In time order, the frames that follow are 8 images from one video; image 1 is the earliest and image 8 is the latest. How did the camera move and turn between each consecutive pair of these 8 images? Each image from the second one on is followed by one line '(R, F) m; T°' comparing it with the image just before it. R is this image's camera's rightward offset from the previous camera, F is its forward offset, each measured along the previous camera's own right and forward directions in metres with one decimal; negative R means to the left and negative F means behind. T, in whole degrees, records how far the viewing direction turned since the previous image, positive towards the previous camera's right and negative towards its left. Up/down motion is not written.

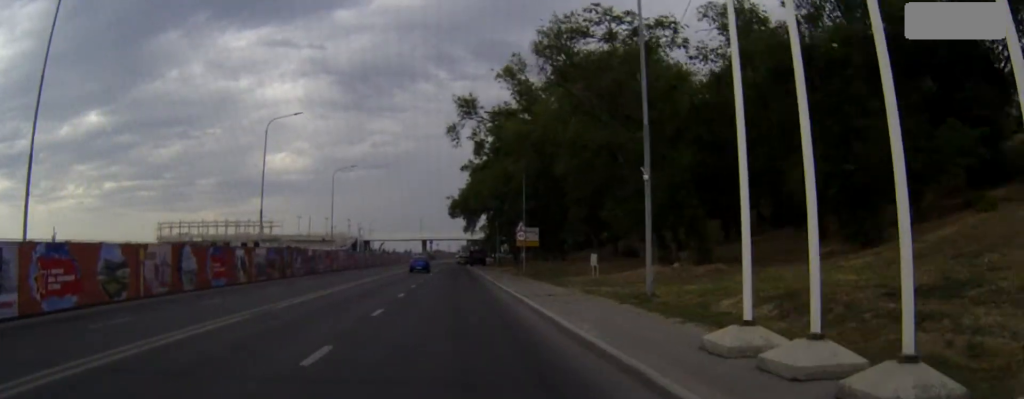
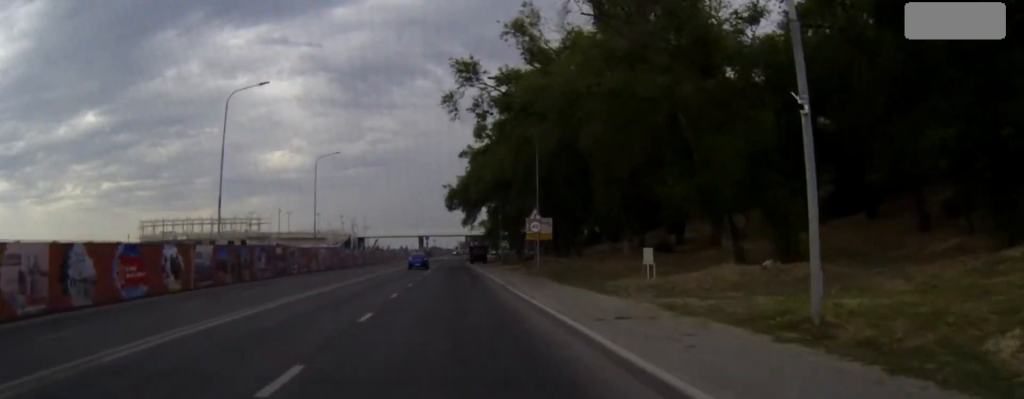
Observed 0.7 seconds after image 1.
(0.0, +10.2) m; 0°
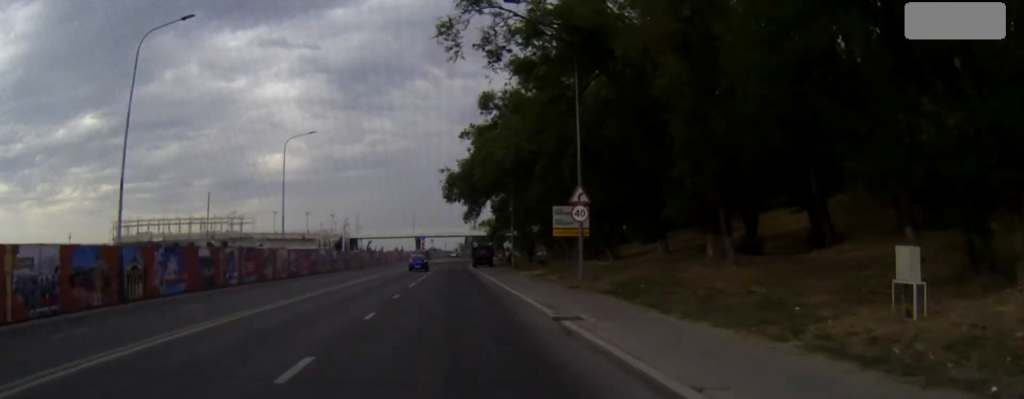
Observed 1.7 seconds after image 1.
(0.0, +15.3) m; 0°
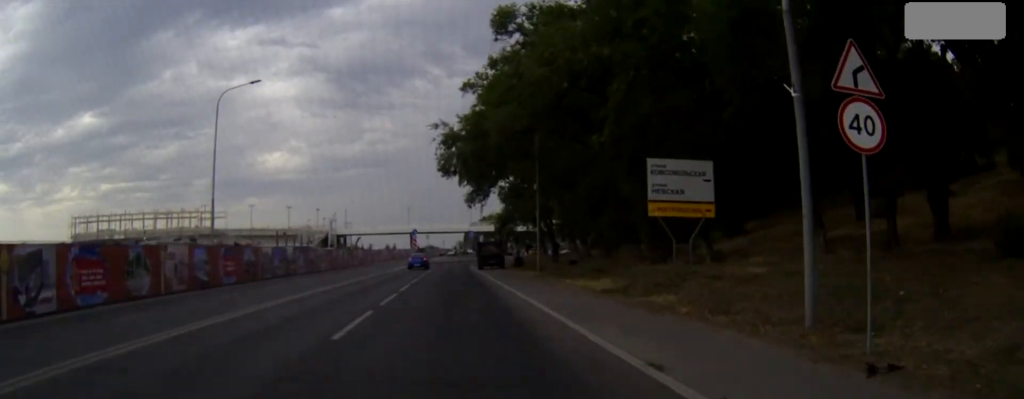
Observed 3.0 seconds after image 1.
(0.0, +20.0) m; 0°
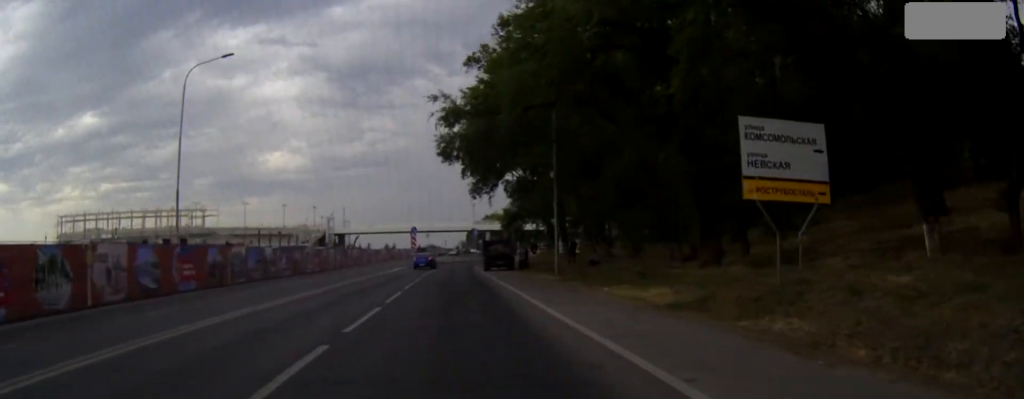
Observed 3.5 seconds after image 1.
(0.0, +6.8) m; 0°
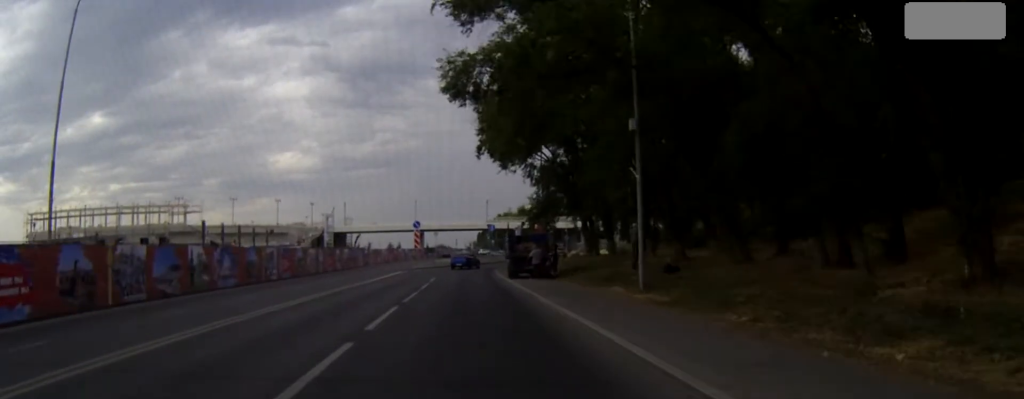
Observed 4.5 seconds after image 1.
(0.0, +15.4) m; 0°
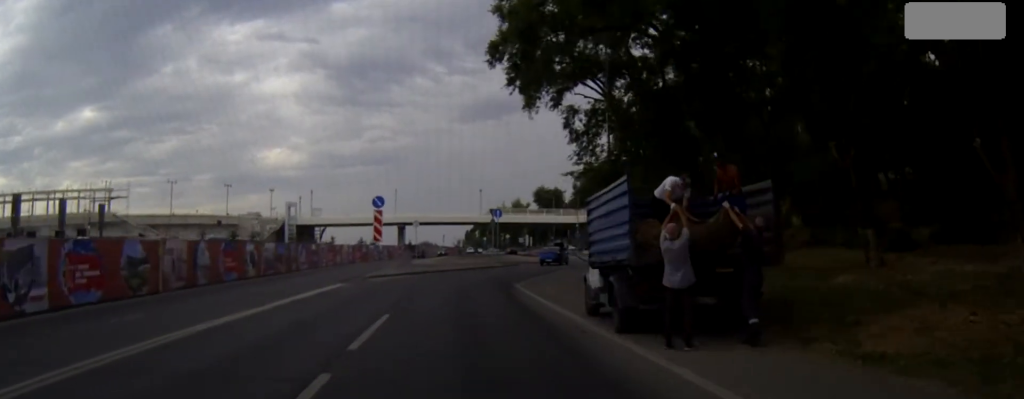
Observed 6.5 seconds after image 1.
(+0.1, +27.0) m; +1°
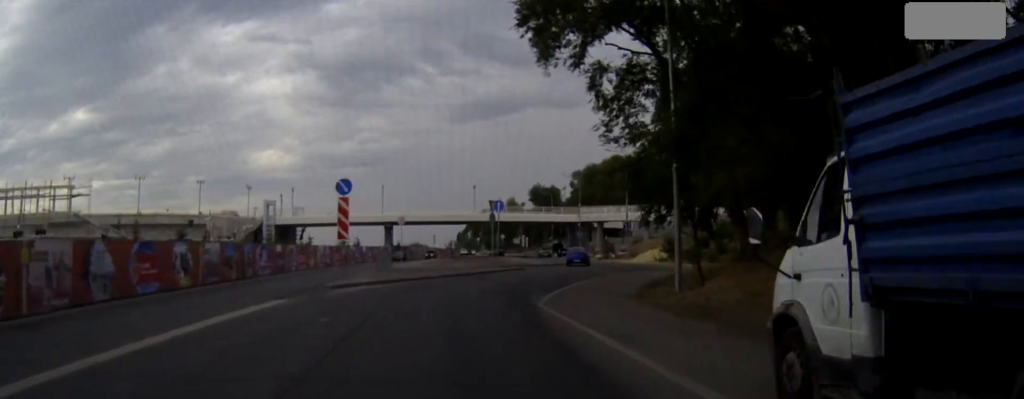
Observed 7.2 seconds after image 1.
(0.0, +9.9) m; +1°
